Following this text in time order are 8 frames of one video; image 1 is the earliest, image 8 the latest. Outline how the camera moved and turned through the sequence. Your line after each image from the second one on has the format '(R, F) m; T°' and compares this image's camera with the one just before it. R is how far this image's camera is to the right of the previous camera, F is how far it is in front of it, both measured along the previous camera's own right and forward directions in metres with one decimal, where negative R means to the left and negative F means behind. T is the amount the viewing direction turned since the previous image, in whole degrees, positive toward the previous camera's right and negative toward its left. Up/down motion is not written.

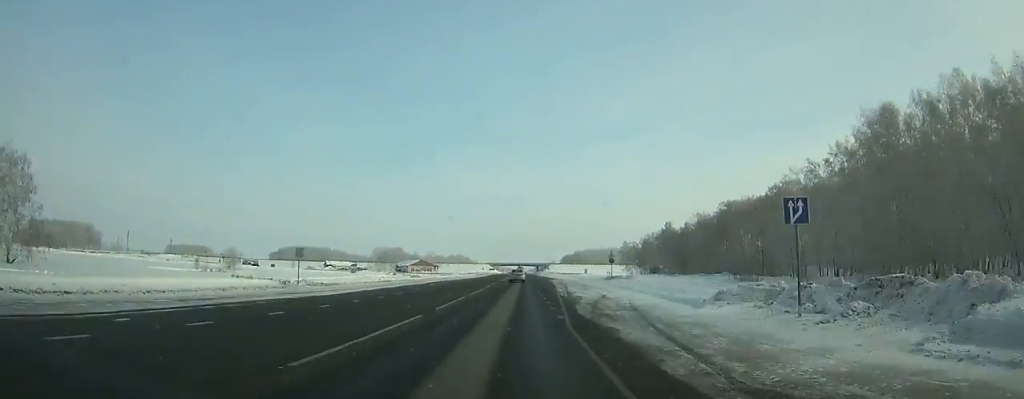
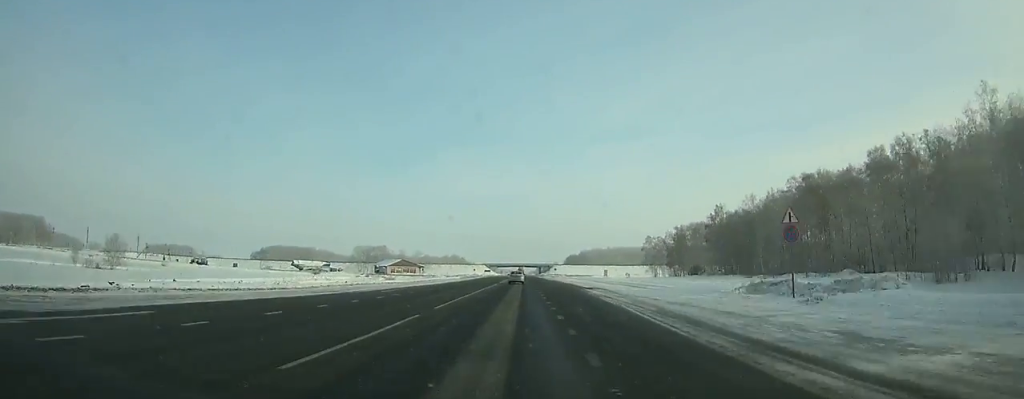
(0.0, +48.8) m; 0°
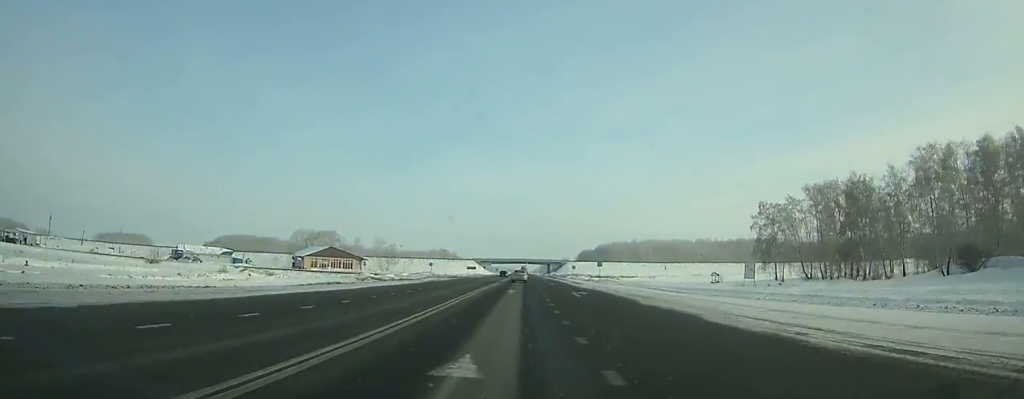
(-0.2, +102.7) m; 0°
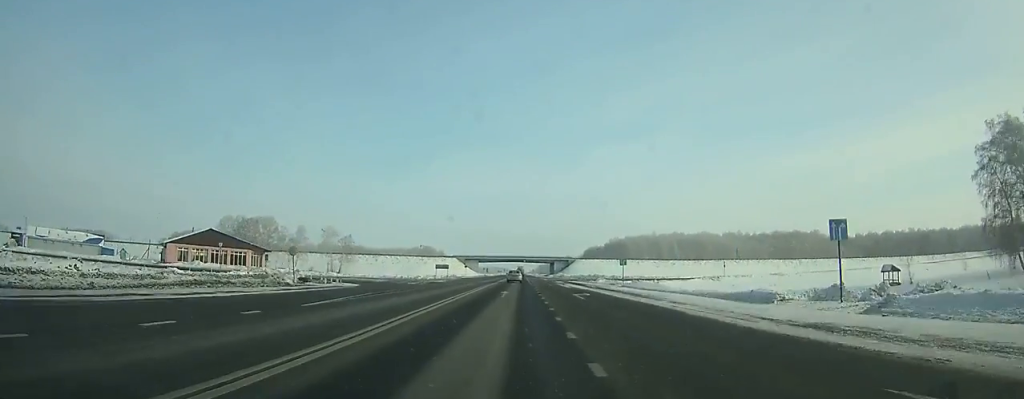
(-0.1, +64.2) m; 0°
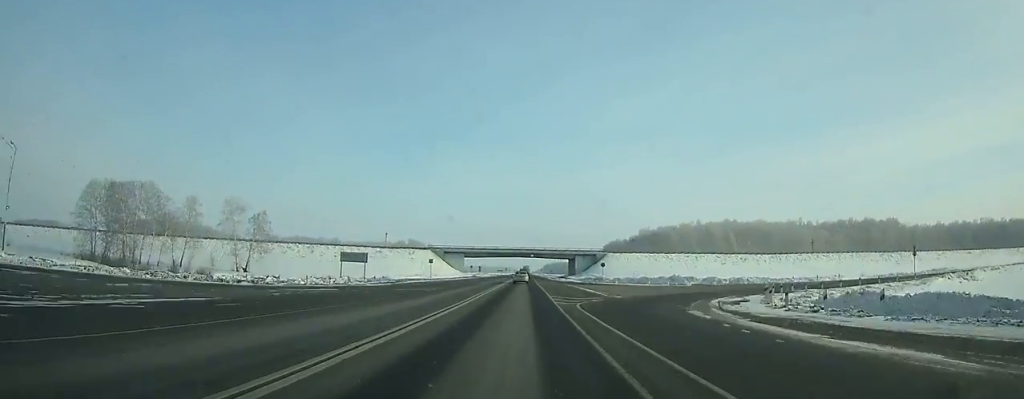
(-0.1, +72.2) m; 0°
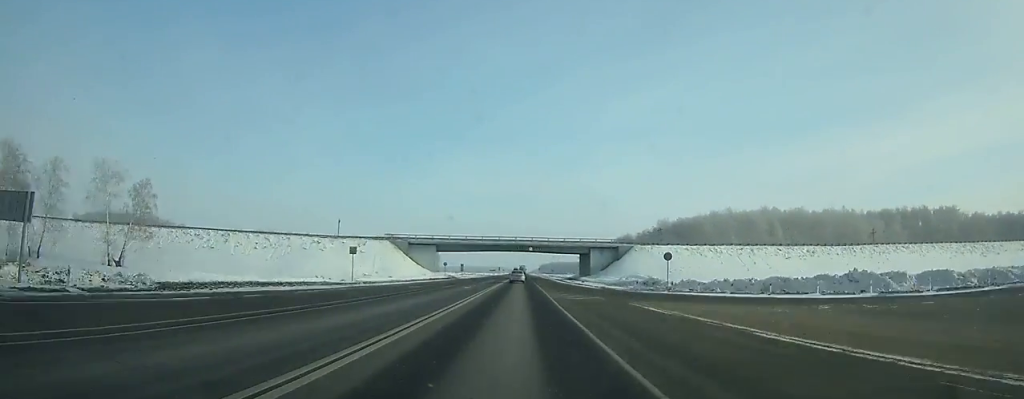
(+0.1, +42.7) m; 0°
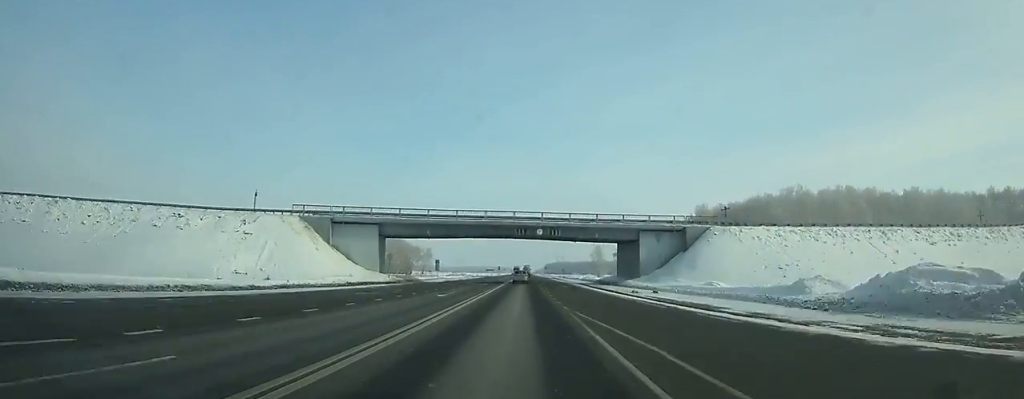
(0.0, +45.3) m; 0°
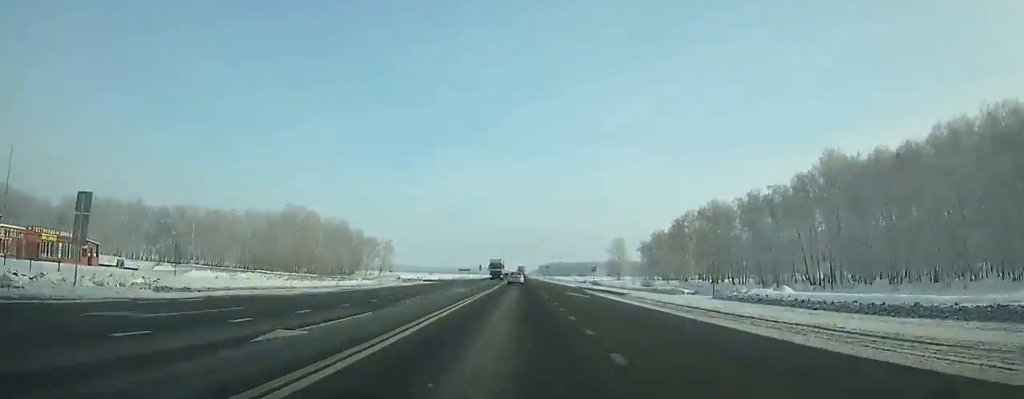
(+0.2, +80.7) m; 0°
